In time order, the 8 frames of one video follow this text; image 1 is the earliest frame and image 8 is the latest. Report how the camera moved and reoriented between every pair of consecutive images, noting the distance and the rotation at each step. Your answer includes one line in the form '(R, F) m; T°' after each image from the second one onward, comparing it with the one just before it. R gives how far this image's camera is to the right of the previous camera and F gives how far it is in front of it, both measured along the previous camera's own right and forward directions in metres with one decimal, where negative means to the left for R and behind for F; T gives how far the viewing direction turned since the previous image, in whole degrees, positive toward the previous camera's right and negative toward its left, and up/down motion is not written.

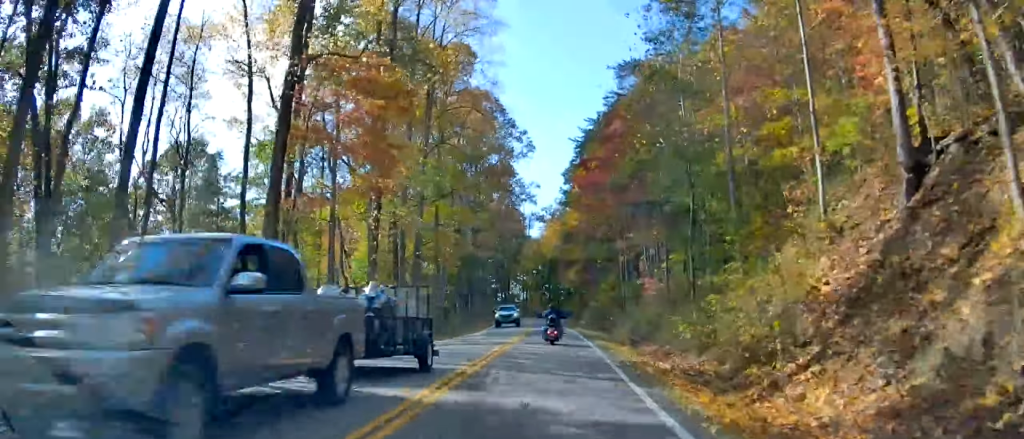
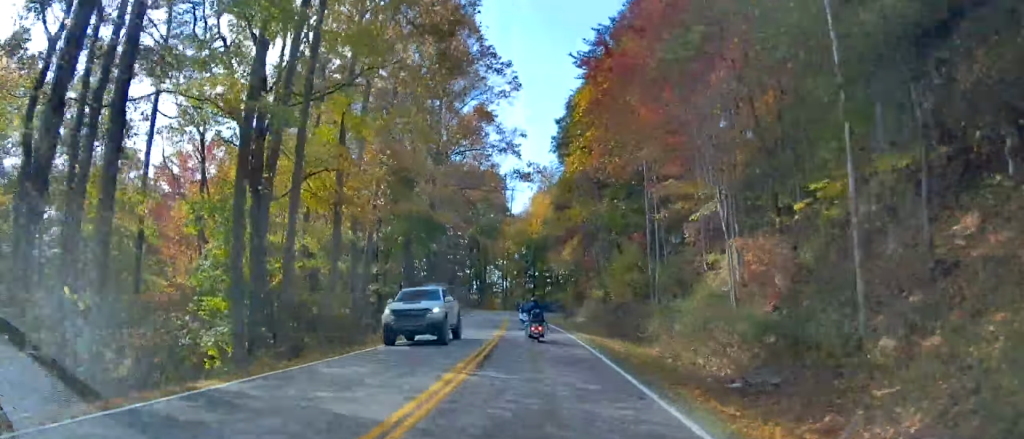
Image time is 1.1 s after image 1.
(+0.7, +19.3) m; +3°
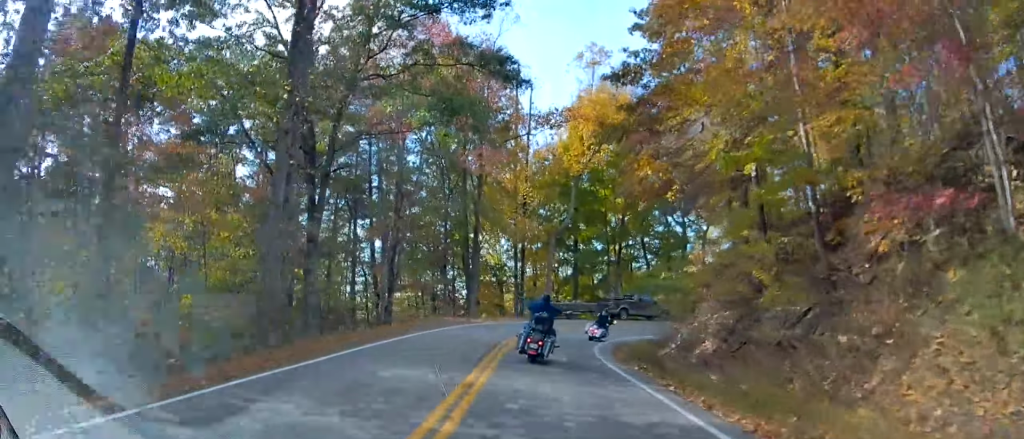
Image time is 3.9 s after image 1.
(0.0, +47.7) m; +1°
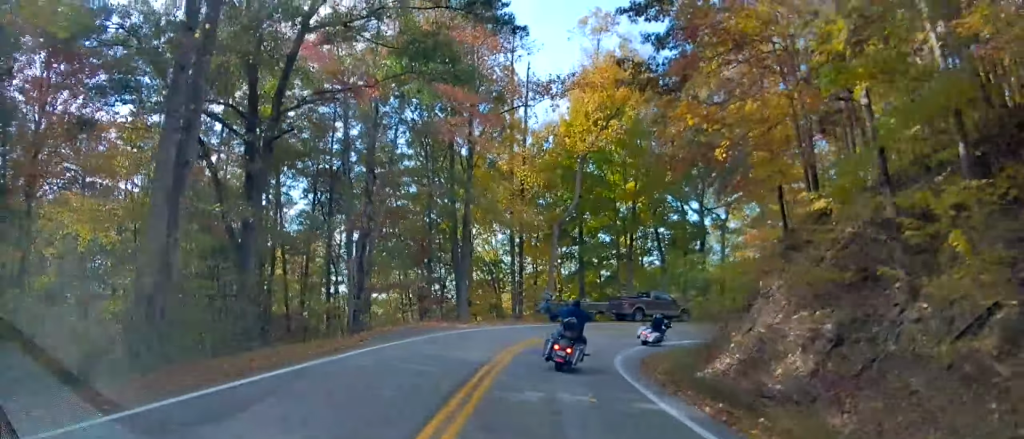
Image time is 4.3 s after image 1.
(0.0, +6.9) m; +1°
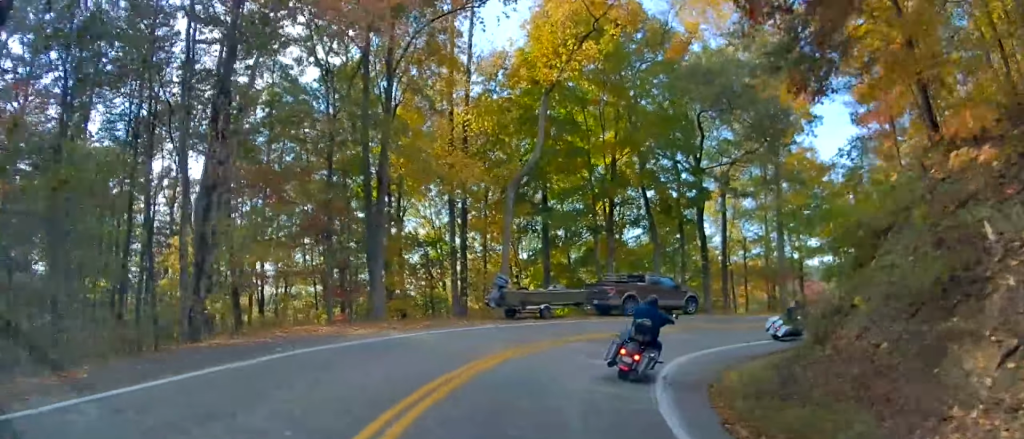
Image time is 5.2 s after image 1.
(+0.2, +12.1) m; +5°
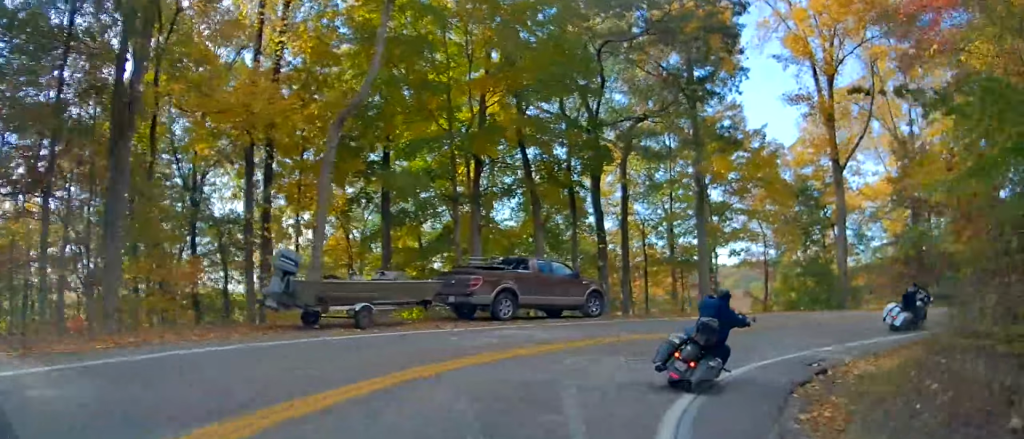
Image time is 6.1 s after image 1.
(+0.6, +9.9) m; +10°
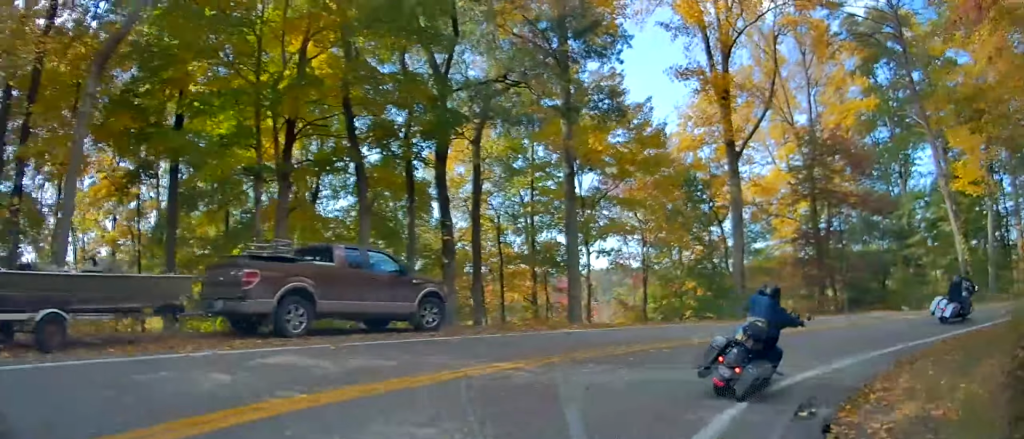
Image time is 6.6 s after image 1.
(+0.7, +6.2) m; +14°
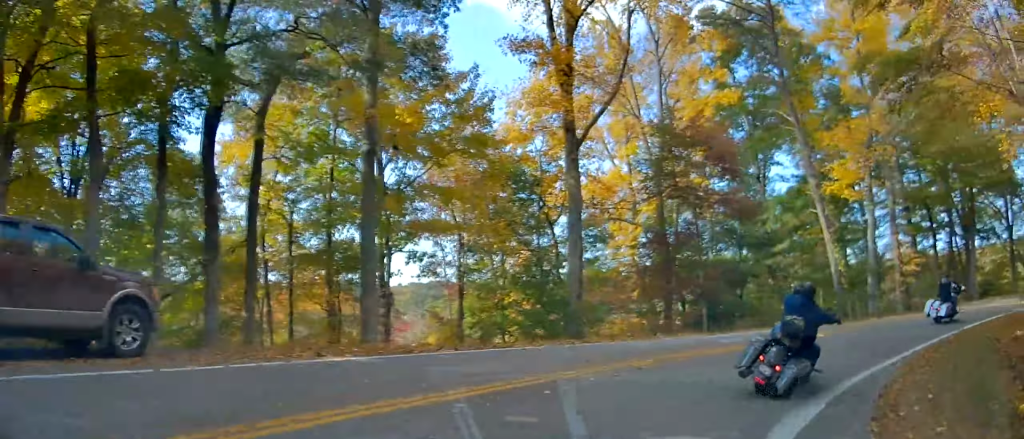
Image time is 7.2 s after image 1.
(-0.2, +6.1) m; +15°
